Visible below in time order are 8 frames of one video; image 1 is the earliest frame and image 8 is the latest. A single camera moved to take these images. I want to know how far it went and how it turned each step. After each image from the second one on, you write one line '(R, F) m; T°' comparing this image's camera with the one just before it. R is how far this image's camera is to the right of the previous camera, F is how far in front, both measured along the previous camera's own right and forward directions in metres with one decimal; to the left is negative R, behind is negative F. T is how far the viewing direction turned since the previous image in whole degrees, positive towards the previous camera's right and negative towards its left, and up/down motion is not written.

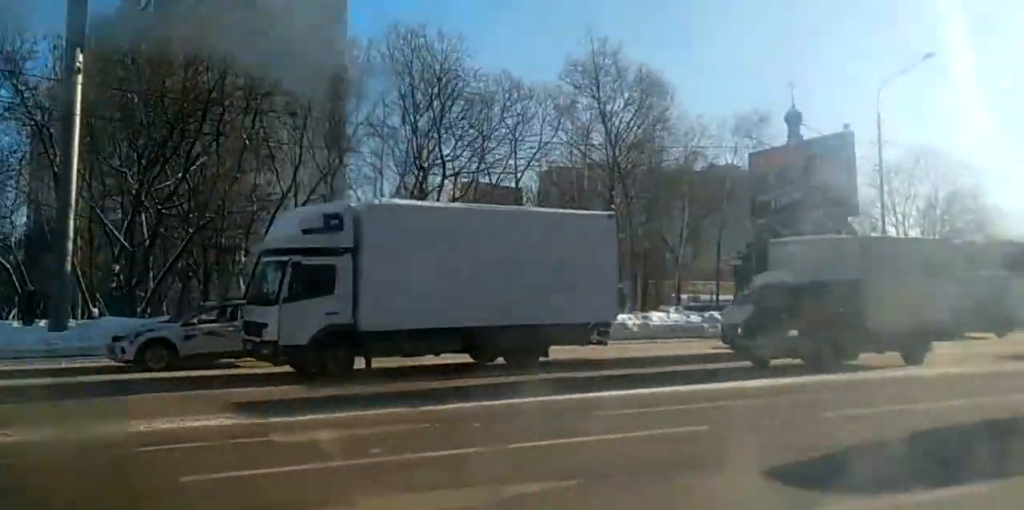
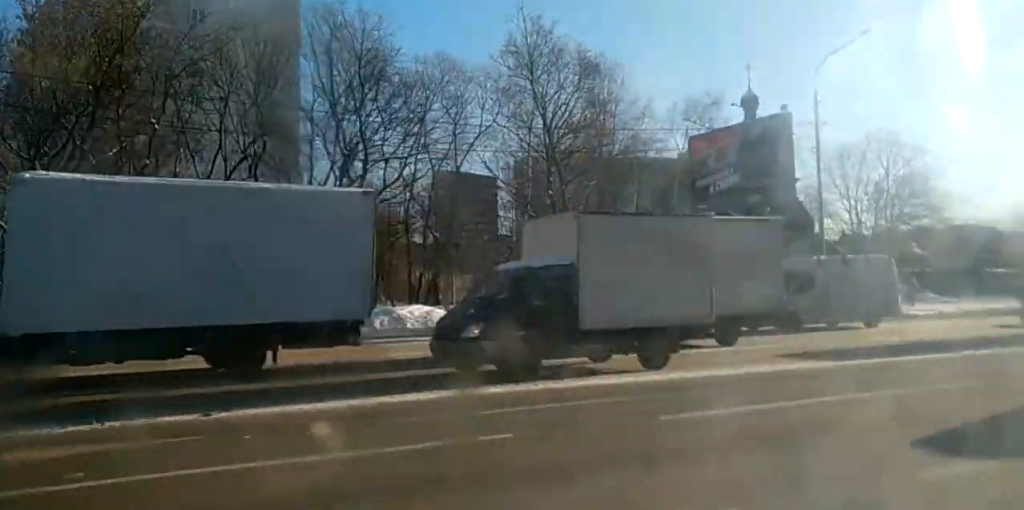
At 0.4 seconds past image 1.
(0.0, +2.5) m; 0°
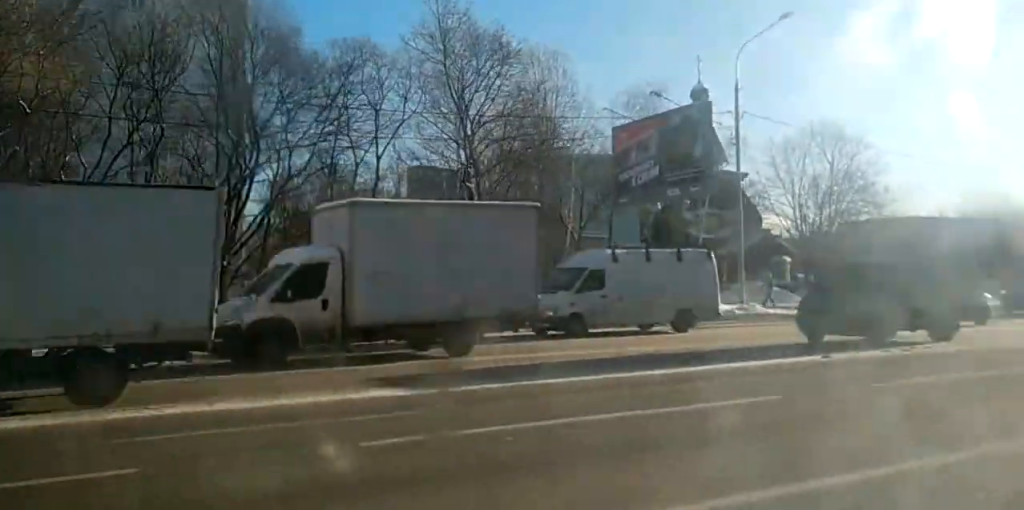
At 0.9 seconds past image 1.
(+0.1, +3.6) m; 0°
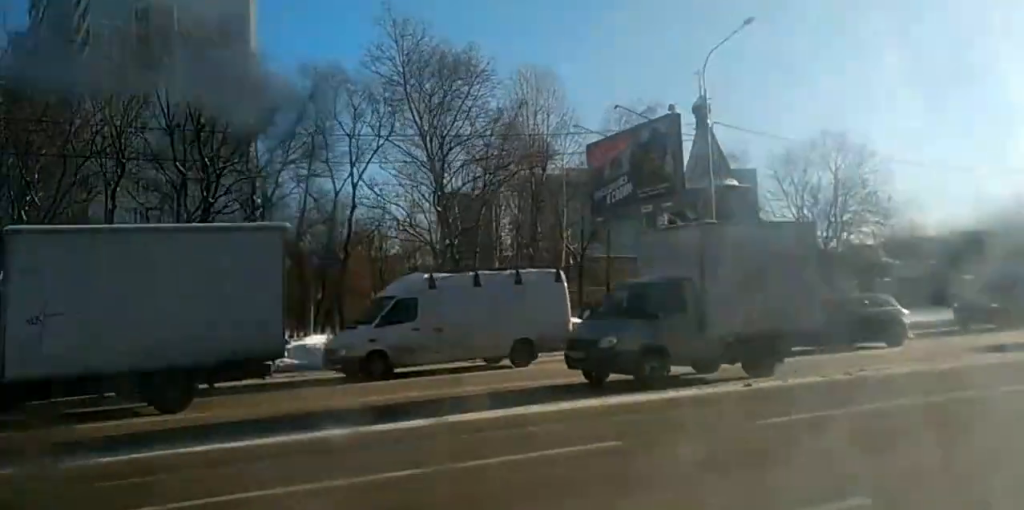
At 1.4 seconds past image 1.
(0.0, +3.1) m; 0°
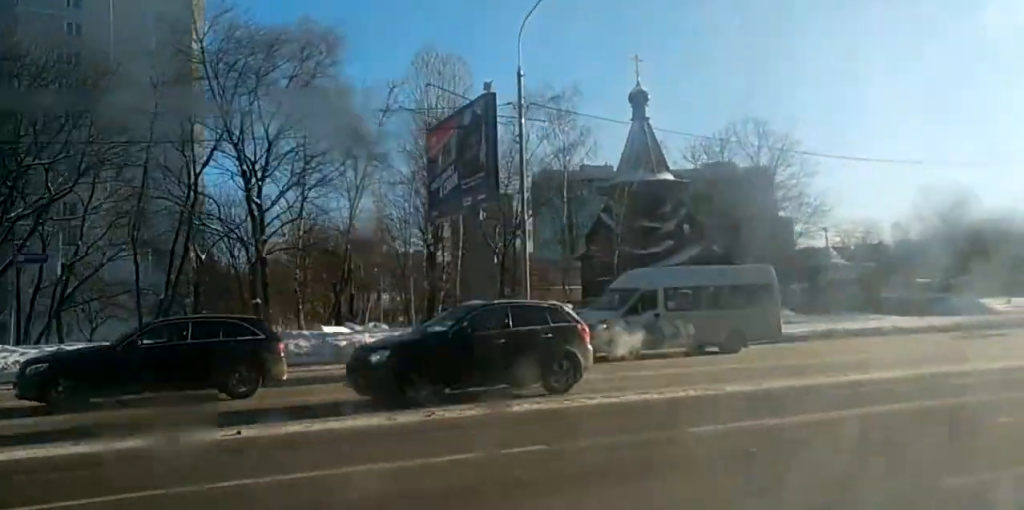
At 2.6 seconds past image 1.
(-0.1, +9.6) m; -2°
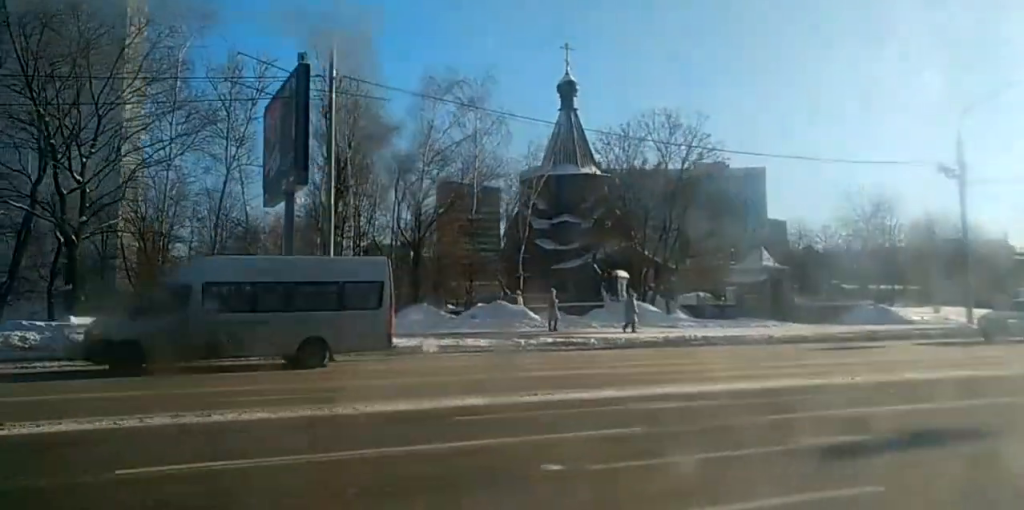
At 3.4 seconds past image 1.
(0.0, +6.8) m; -1°
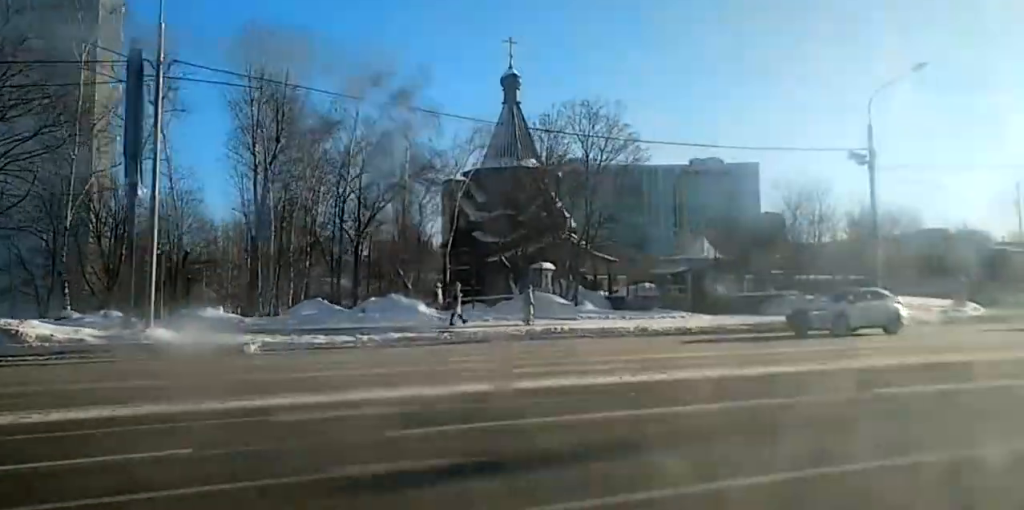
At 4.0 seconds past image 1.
(-0.2, +5.7) m; +1°
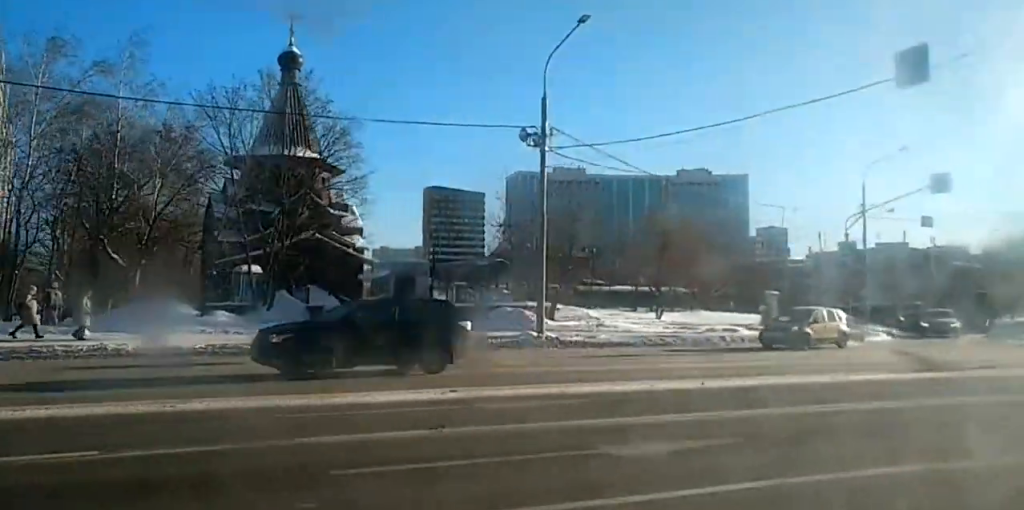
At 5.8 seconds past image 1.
(+0.5, +16.4) m; +2°
